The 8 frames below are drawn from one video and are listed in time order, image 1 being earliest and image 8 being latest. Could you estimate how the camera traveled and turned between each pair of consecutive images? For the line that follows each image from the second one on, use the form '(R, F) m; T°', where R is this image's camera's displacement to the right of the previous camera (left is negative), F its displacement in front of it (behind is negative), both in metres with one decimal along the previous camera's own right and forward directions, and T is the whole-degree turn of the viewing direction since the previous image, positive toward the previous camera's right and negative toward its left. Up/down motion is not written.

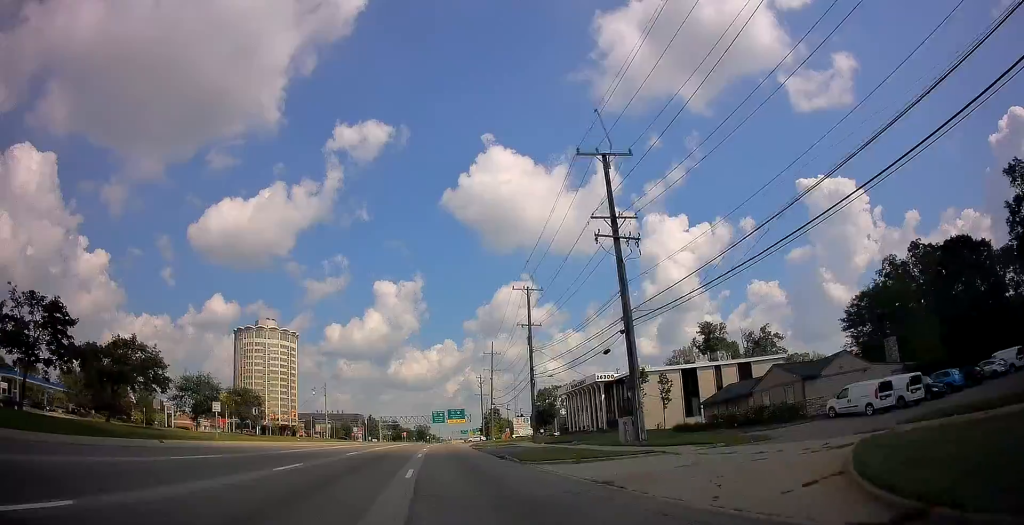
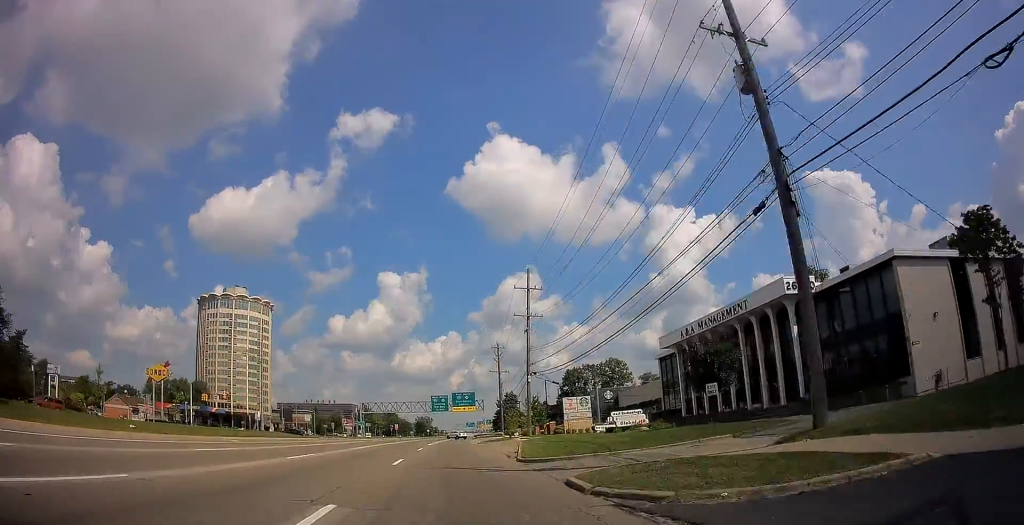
(-0.4, +42.2) m; -1°
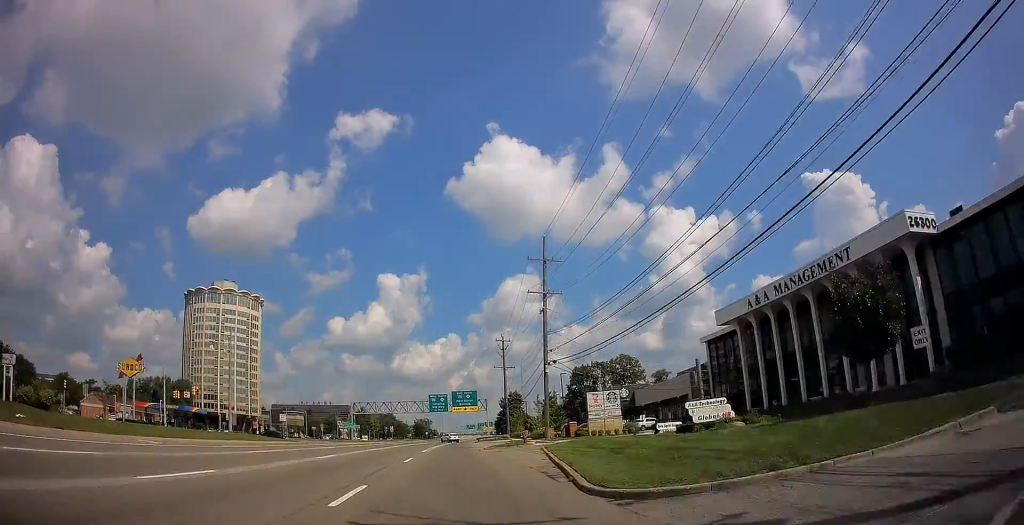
(+0.2, +11.3) m; 0°
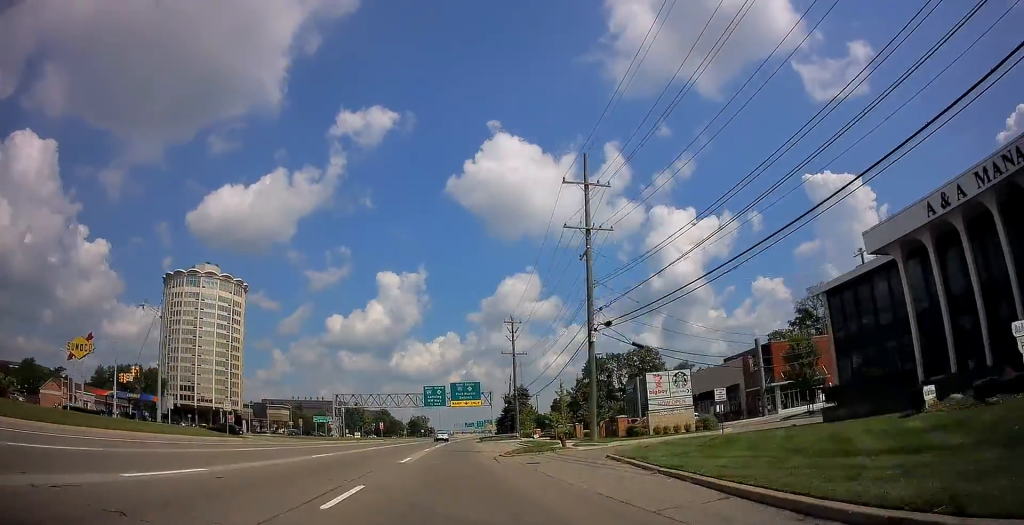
(0.0, +15.6) m; 0°
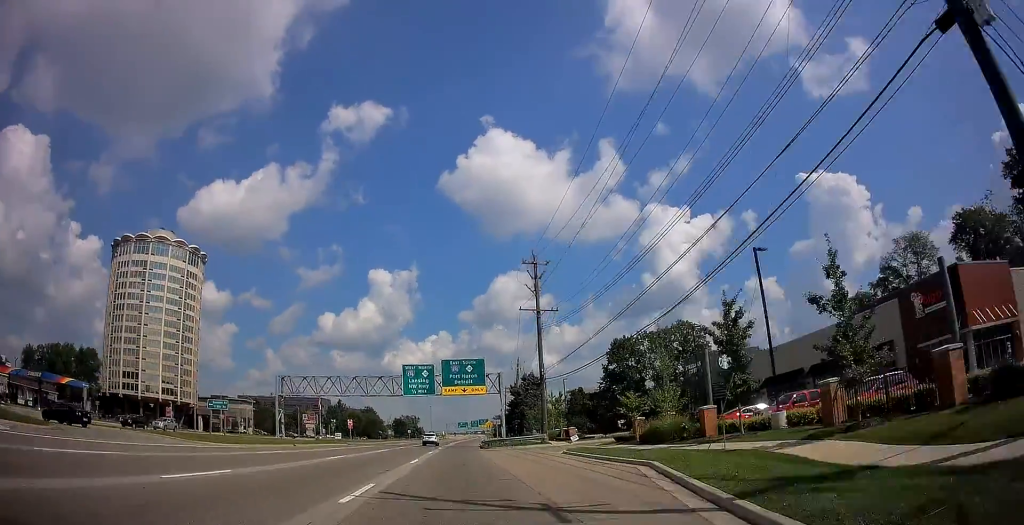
(+0.1, +29.0) m; +1°
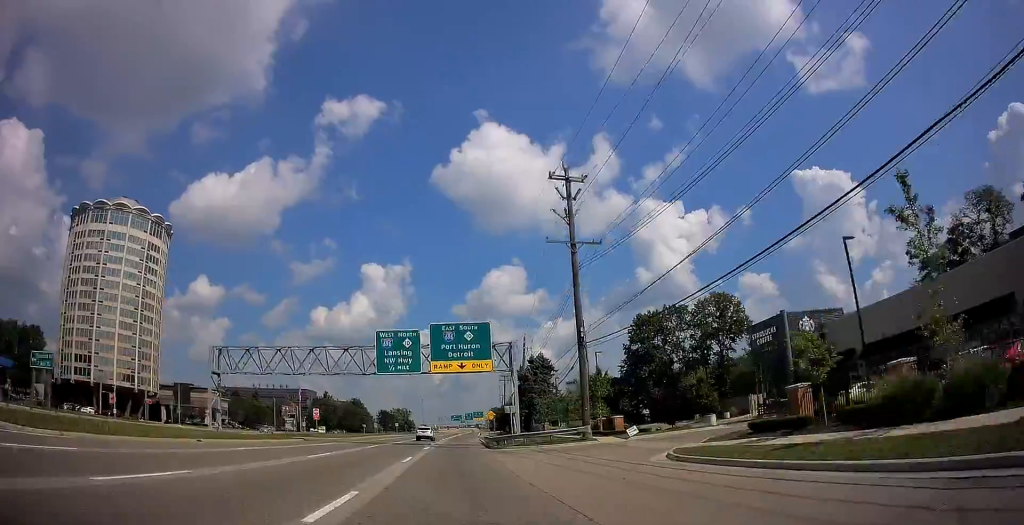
(+0.3, +17.7) m; +1°
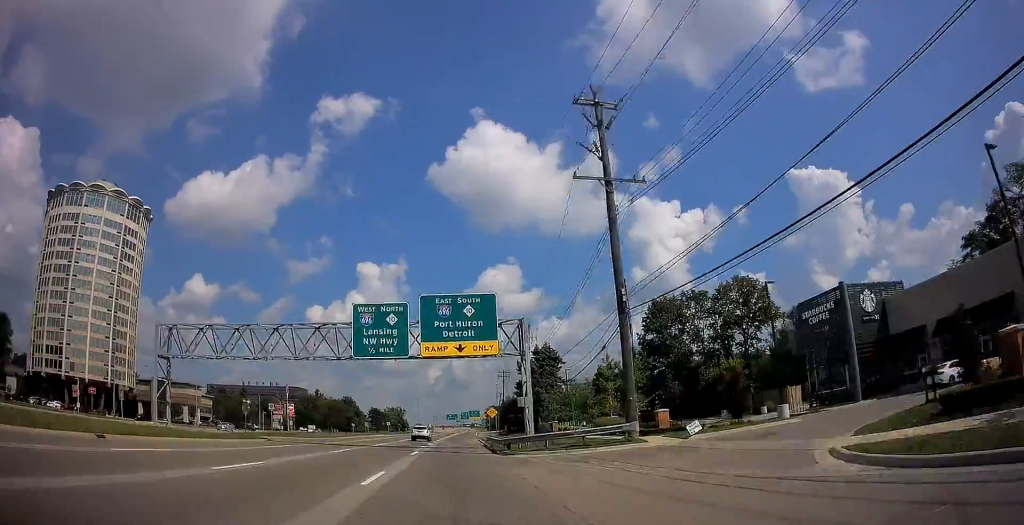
(0.0, +9.8) m; 0°
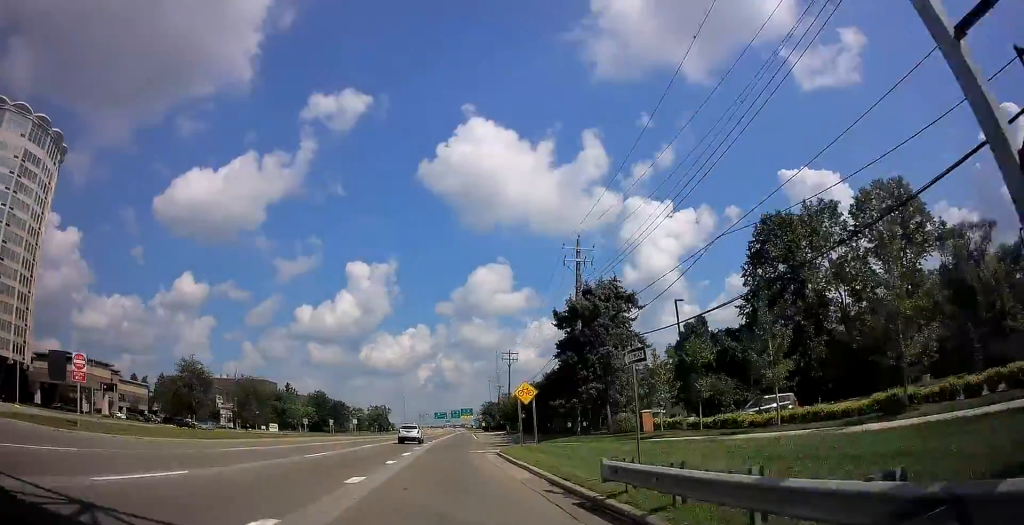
(+0.4, +34.8) m; +1°
